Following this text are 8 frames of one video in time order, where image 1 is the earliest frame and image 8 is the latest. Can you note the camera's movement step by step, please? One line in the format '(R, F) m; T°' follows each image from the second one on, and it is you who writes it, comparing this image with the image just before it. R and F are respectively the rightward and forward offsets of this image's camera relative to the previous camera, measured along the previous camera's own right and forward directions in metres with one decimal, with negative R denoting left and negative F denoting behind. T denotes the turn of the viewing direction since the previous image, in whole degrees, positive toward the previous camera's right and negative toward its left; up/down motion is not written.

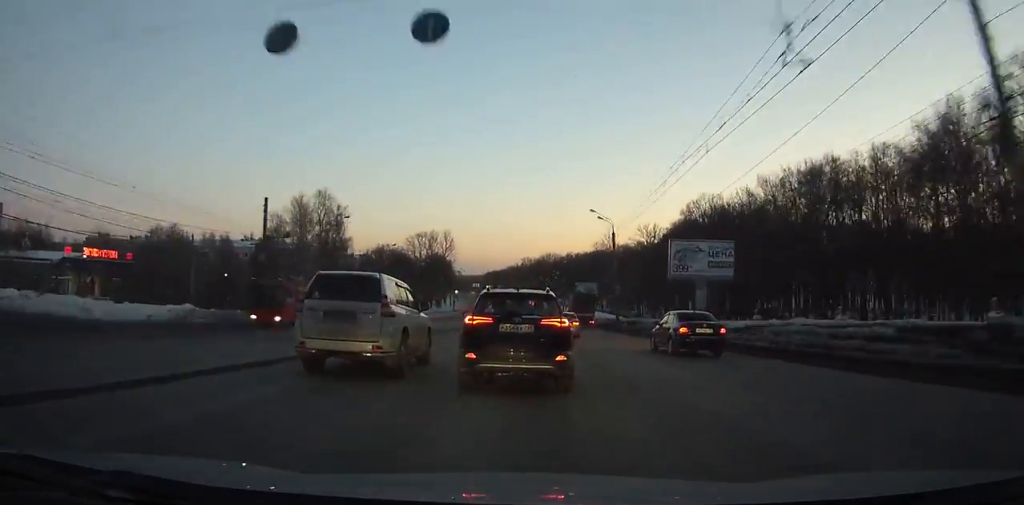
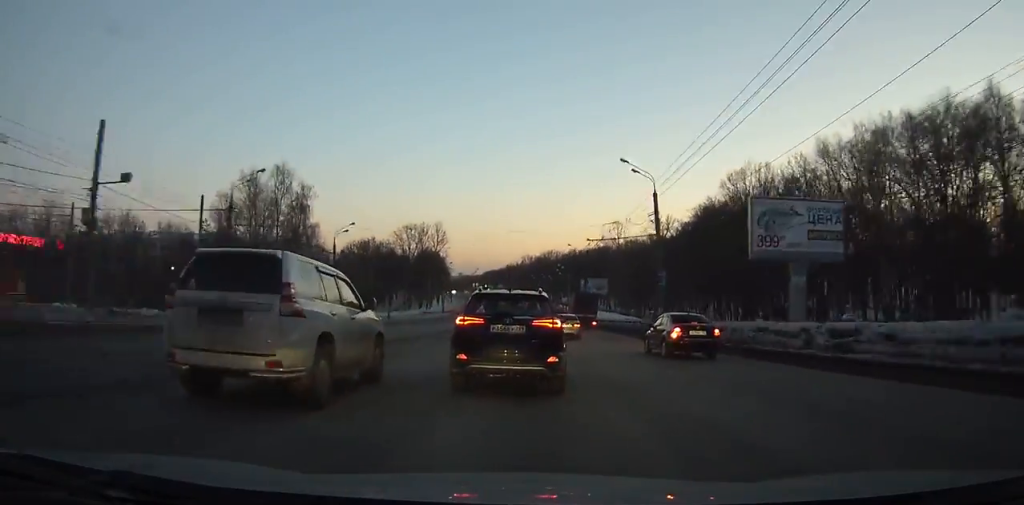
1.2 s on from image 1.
(0.0, +20.4) m; 0°
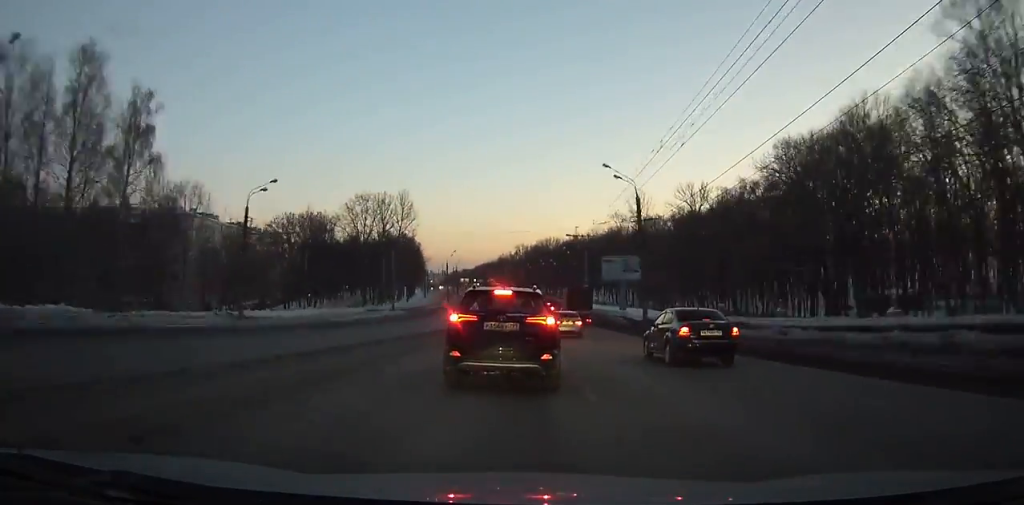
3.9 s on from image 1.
(+0.2, +45.7) m; 0°
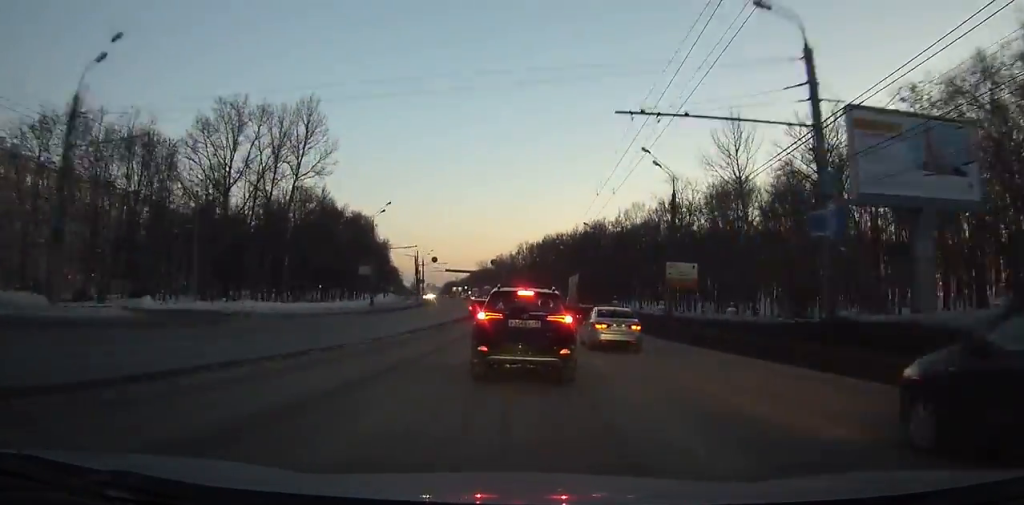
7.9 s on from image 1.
(-0.2, +64.2) m; -1°
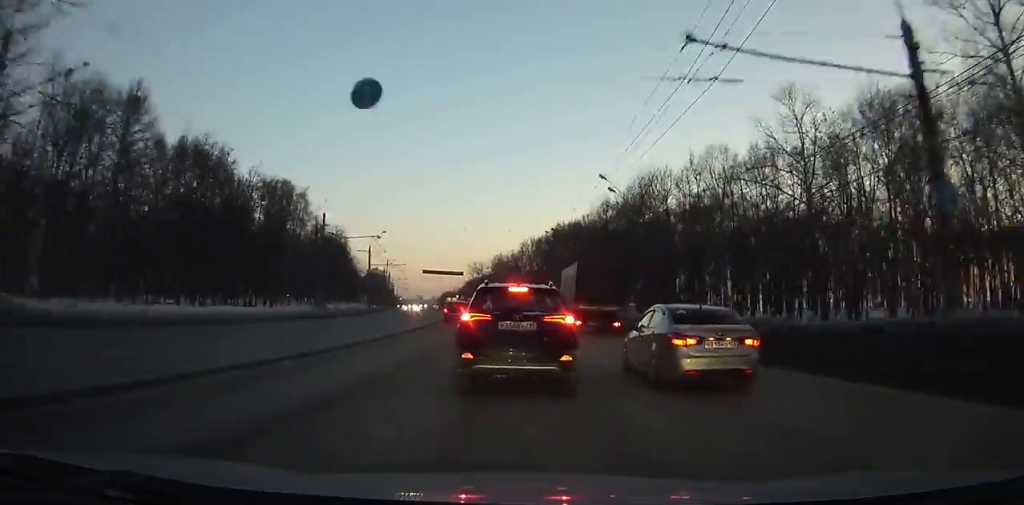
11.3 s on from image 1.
(-0.5, +48.8) m; -2°
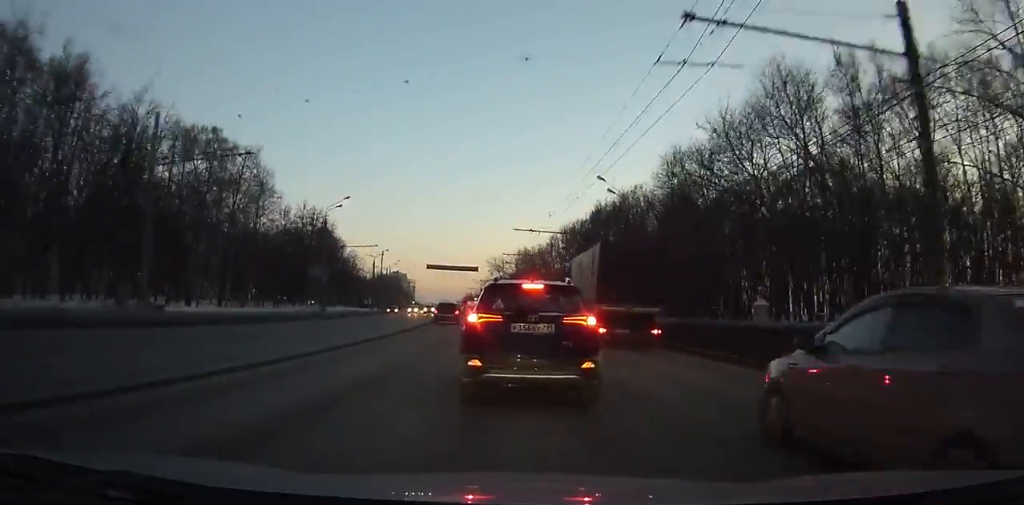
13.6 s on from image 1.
(-0.5, +29.0) m; -2°
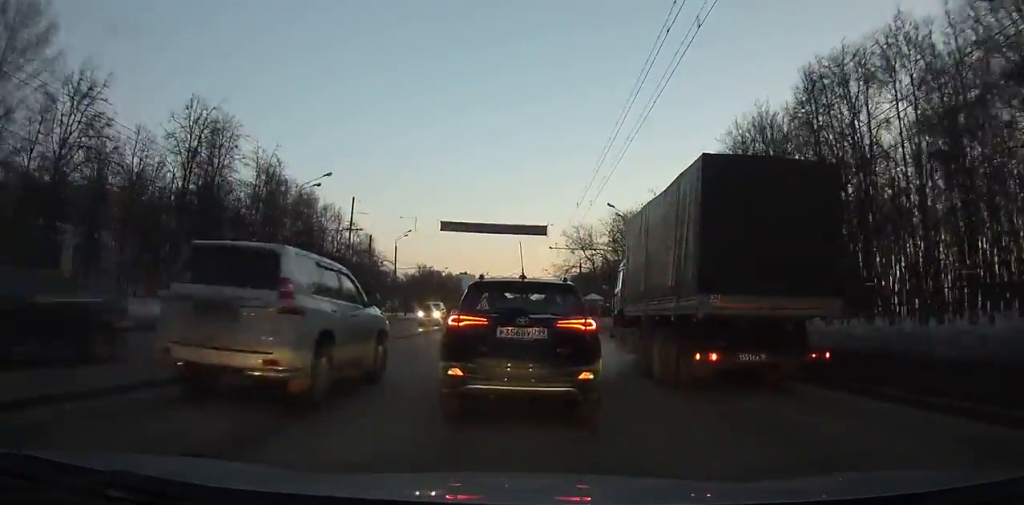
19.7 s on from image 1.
(-3.0, +63.0) m; -5°
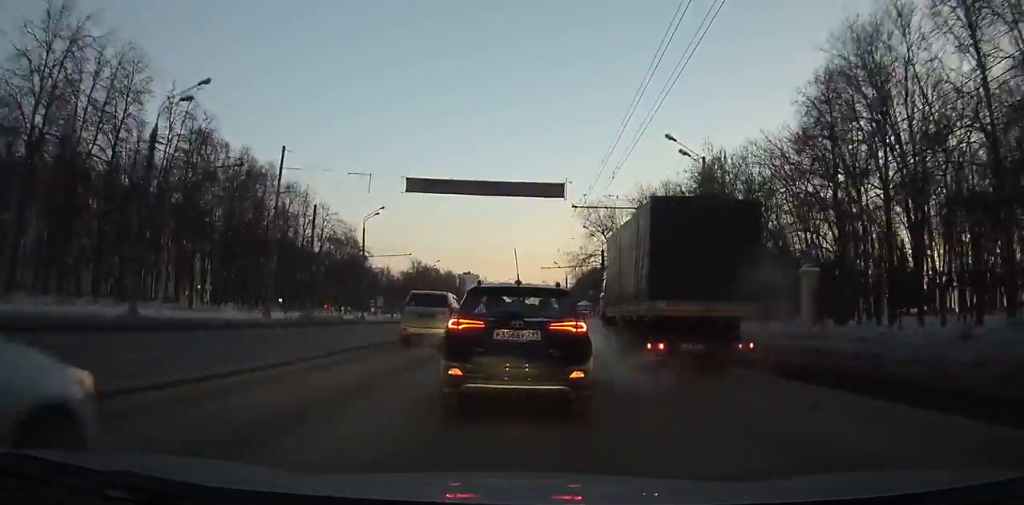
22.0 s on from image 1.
(-0.2, +21.2) m; -1°
